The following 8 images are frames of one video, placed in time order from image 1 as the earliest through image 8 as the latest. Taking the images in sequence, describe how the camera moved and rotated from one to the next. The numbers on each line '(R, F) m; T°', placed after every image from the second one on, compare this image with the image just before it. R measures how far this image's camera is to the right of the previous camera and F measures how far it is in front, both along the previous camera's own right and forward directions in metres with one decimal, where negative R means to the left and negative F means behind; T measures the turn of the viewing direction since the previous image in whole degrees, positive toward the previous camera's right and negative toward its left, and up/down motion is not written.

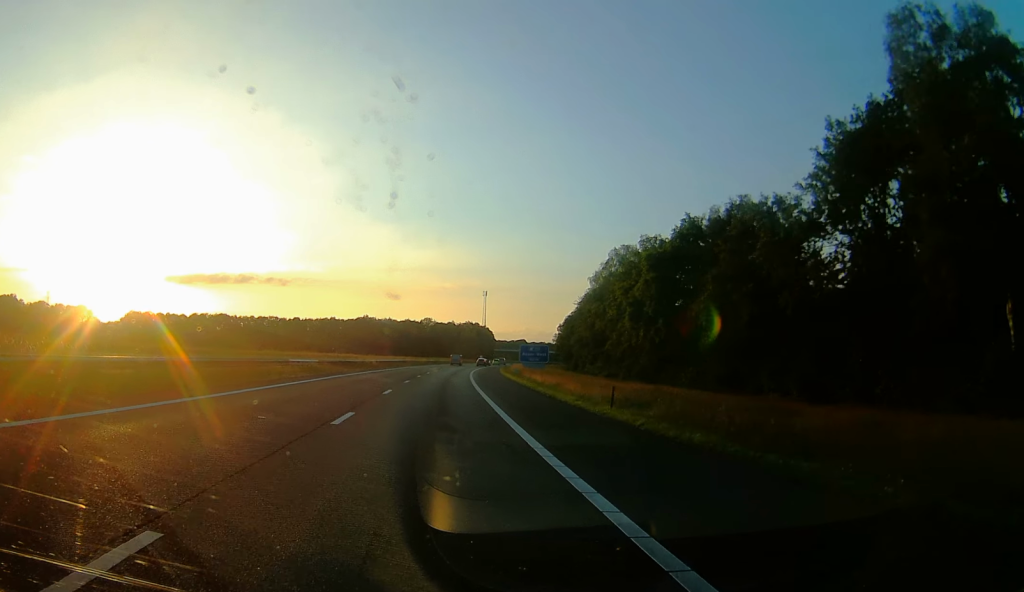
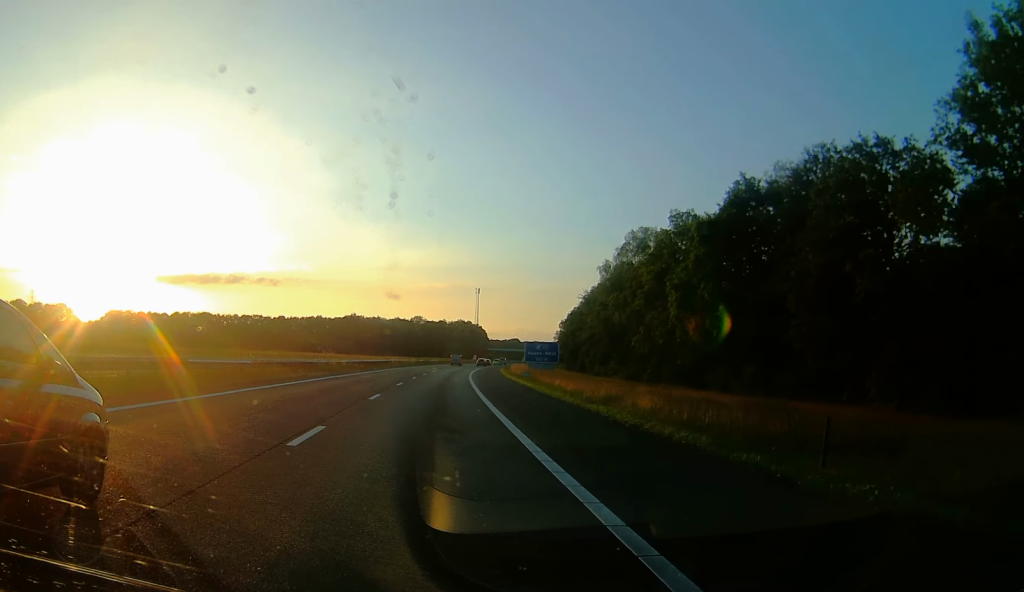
(+0.4, +15.4) m; 0°
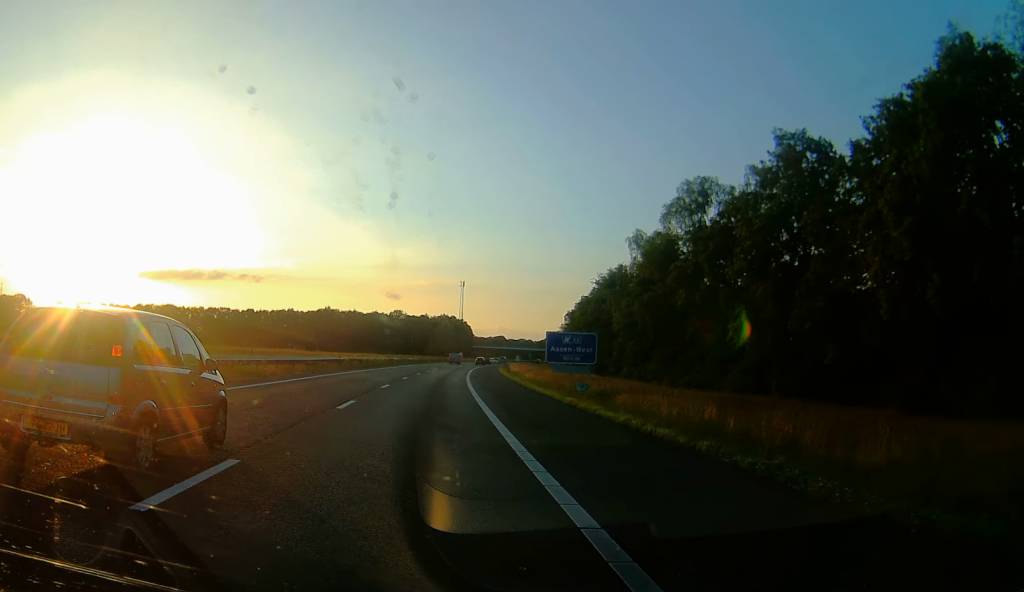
(-0.3, +28.6) m; +1°
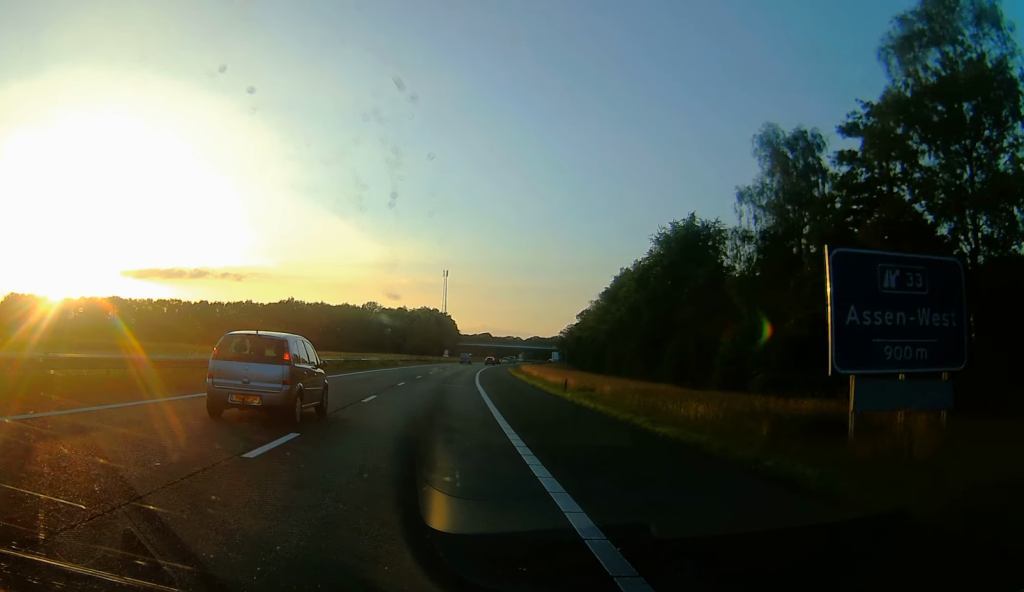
(+2.0, +44.1) m; +4°
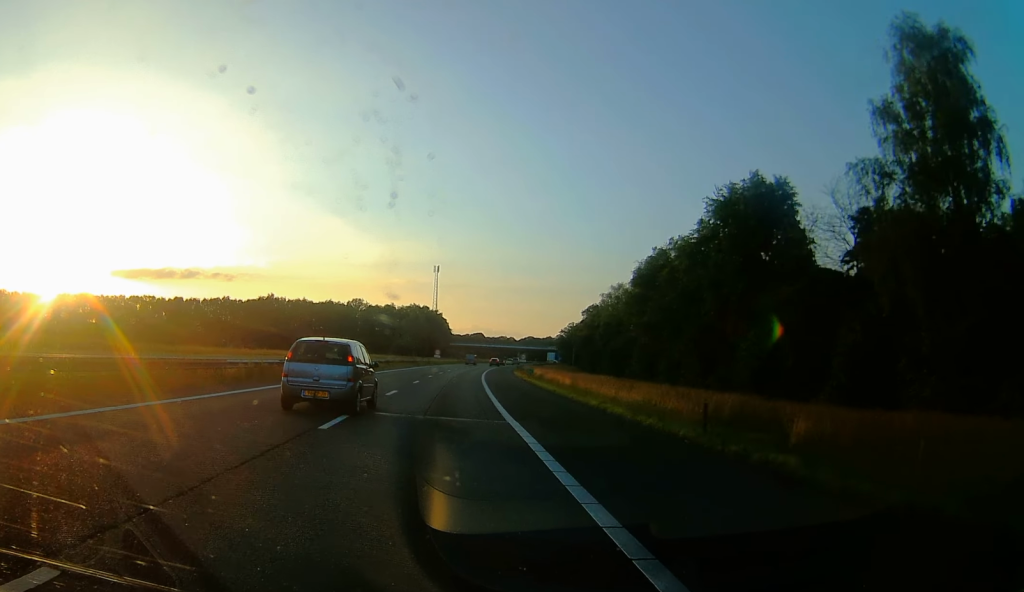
(0.0, +19.9) m; 0°
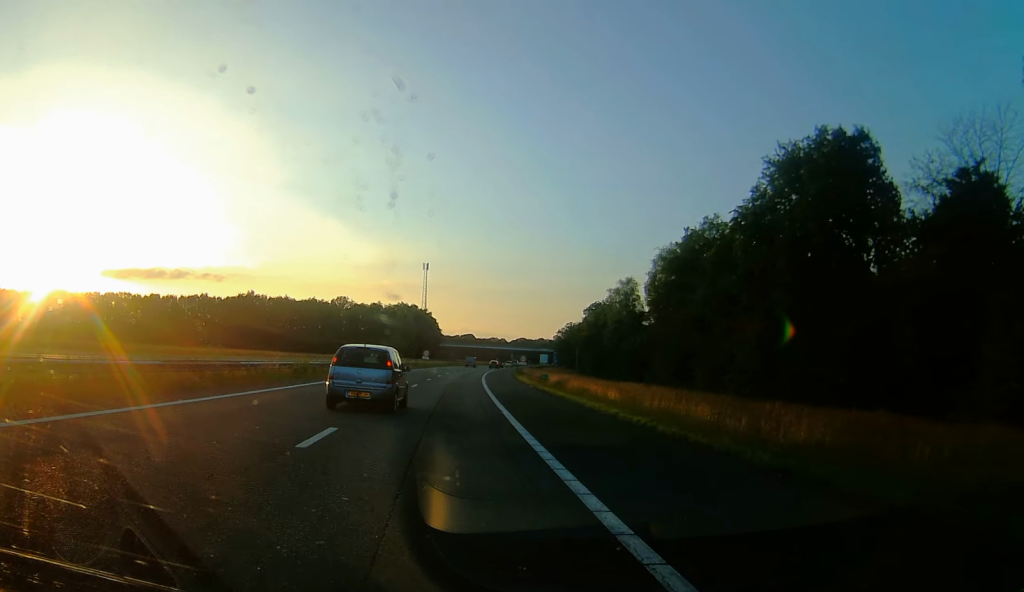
(0.0, +14.3) m; 0°
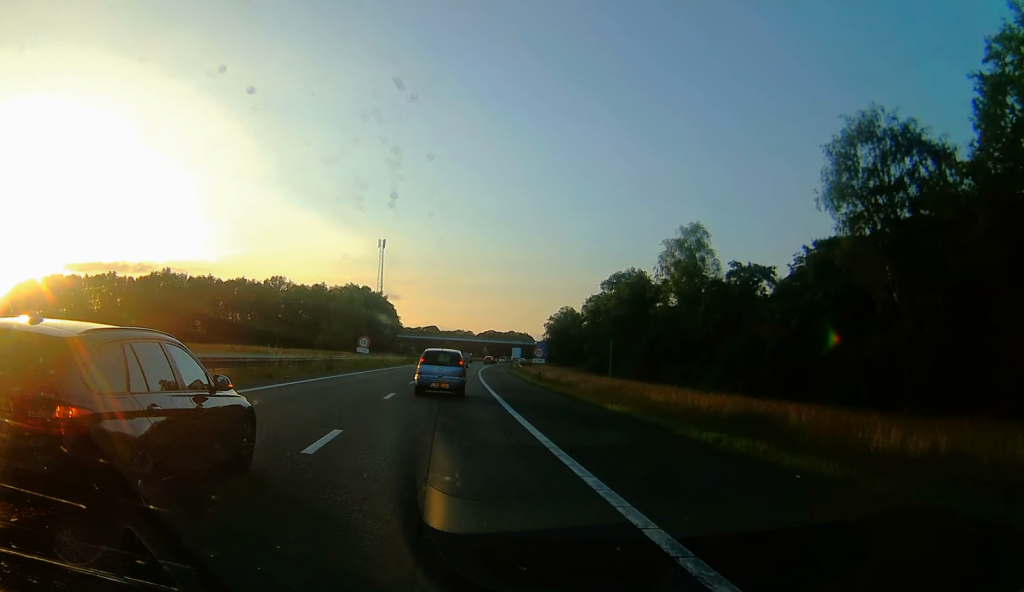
(+0.6, +49.5) m; +3°
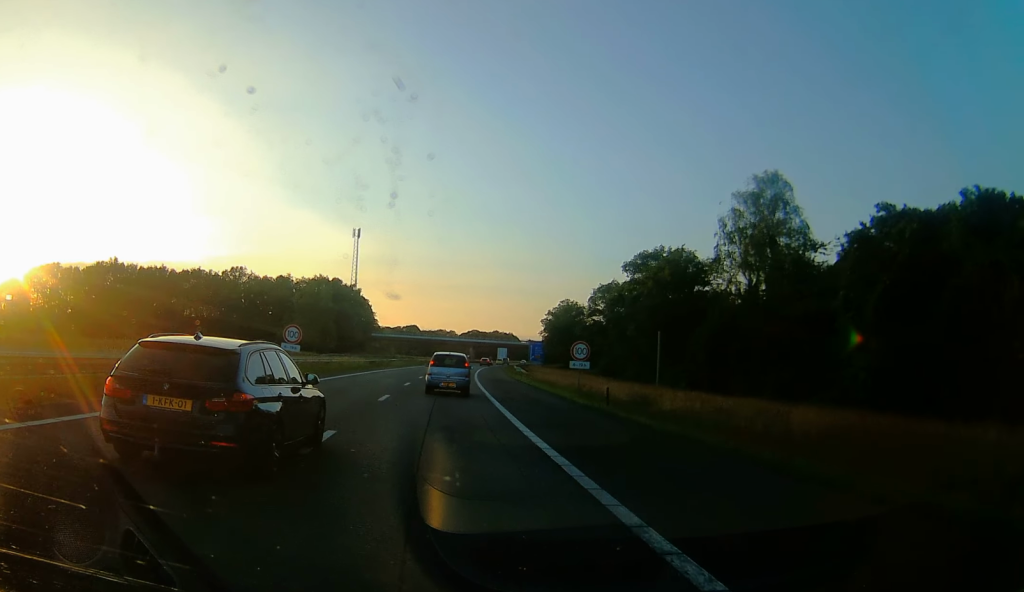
(+0.6, +24.1) m; +2°
